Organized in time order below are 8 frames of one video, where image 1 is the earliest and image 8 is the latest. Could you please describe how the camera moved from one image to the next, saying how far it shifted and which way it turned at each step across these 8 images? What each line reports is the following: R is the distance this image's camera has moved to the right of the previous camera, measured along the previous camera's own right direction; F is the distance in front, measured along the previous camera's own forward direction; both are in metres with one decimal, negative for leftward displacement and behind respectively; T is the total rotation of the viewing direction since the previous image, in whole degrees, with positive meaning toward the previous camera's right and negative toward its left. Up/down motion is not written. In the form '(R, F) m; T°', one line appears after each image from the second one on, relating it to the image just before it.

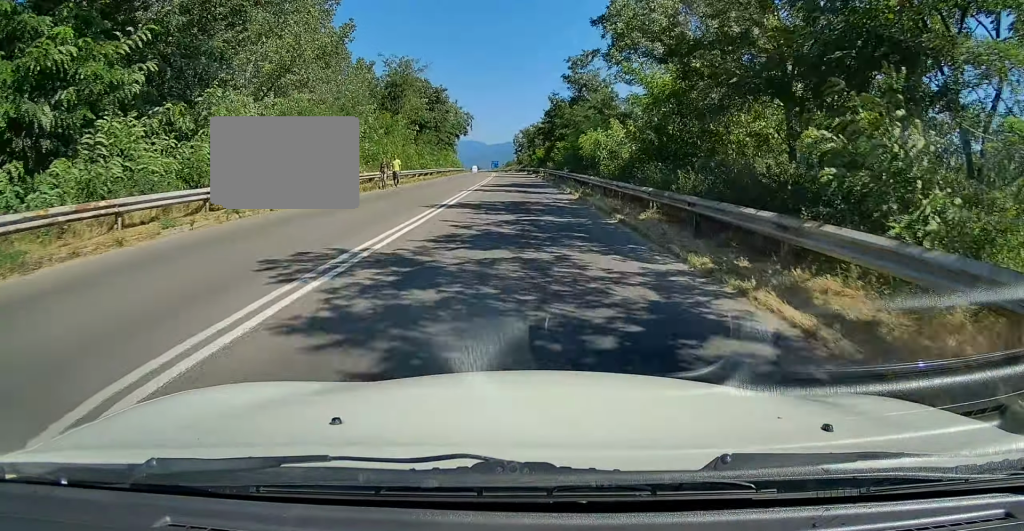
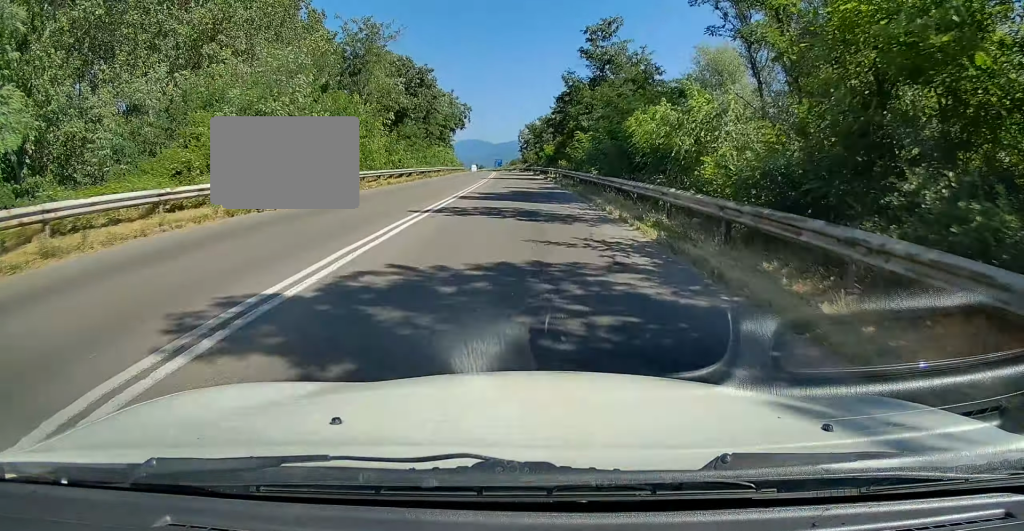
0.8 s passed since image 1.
(-0.1, +13.6) m; 0°
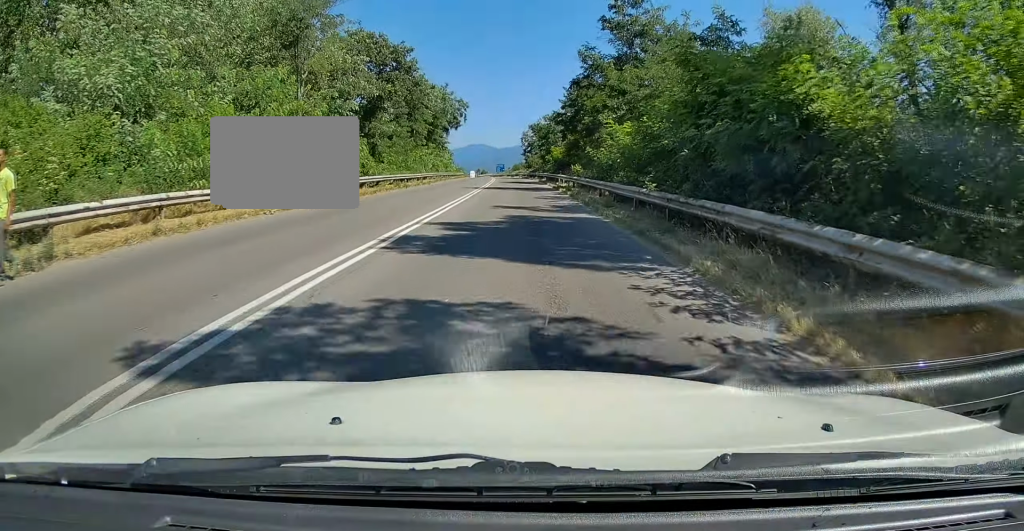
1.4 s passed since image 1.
(0.0, +11.2) m; 0°
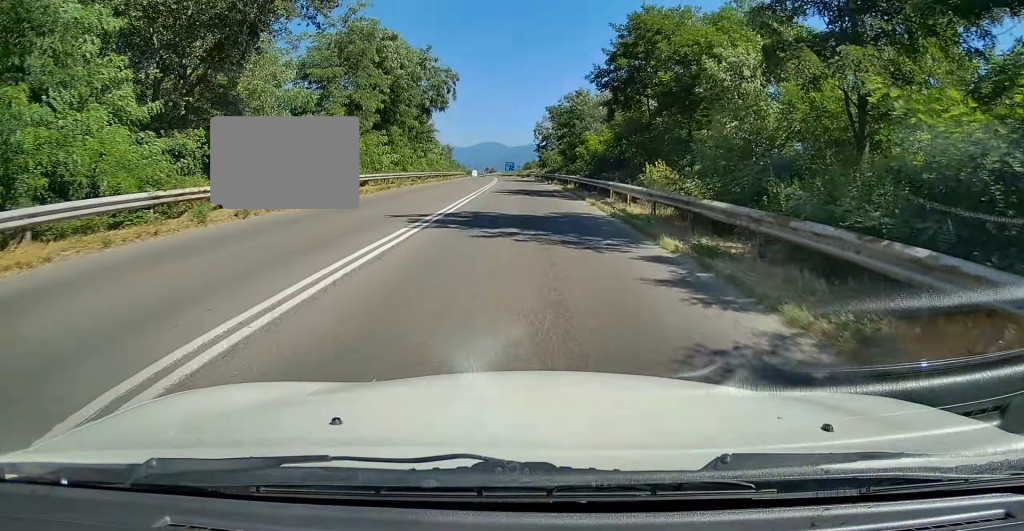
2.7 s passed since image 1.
(0.0, +23.7) m; -1°
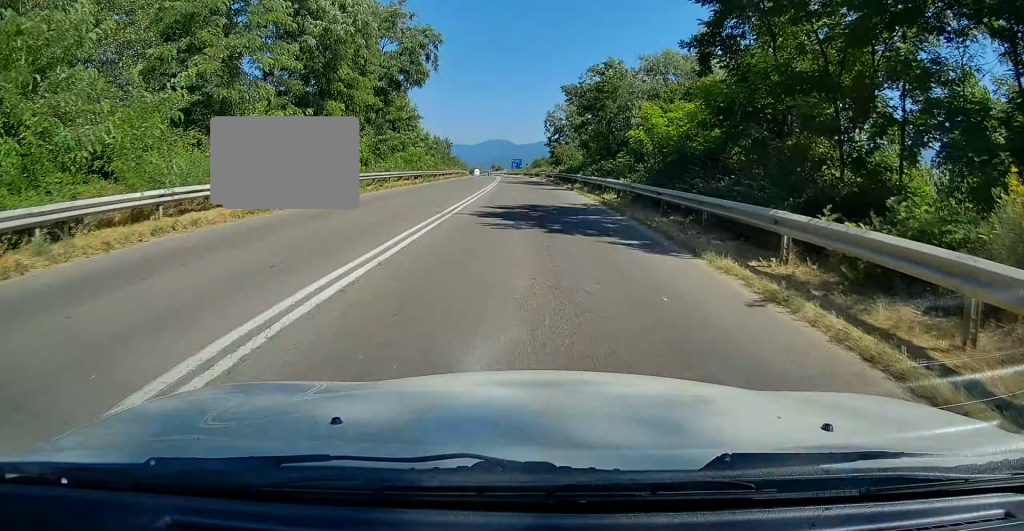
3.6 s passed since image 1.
(-0.3, +15.4) m; -1°
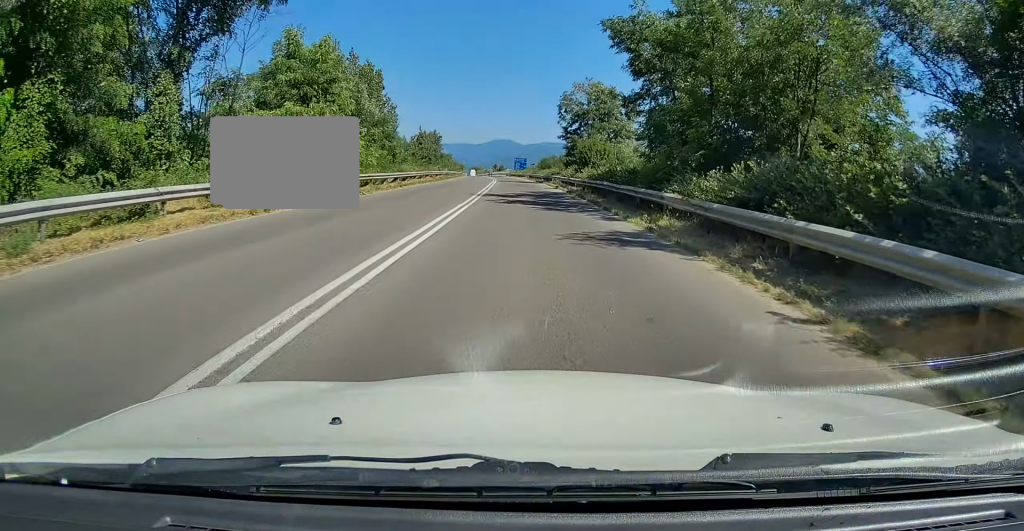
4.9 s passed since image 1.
(0.0, +22.9) m; 0°
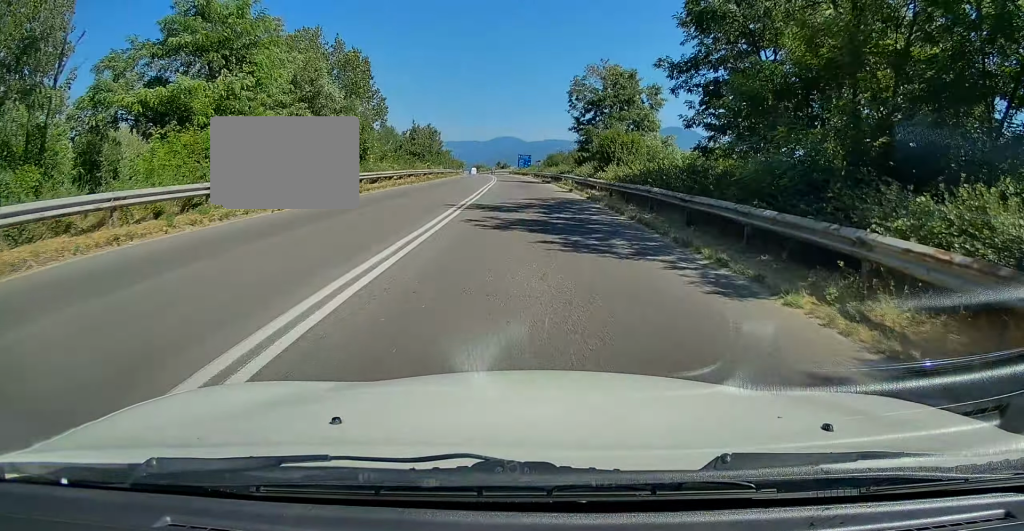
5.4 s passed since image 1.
(0.0, +9.4) m; -1°
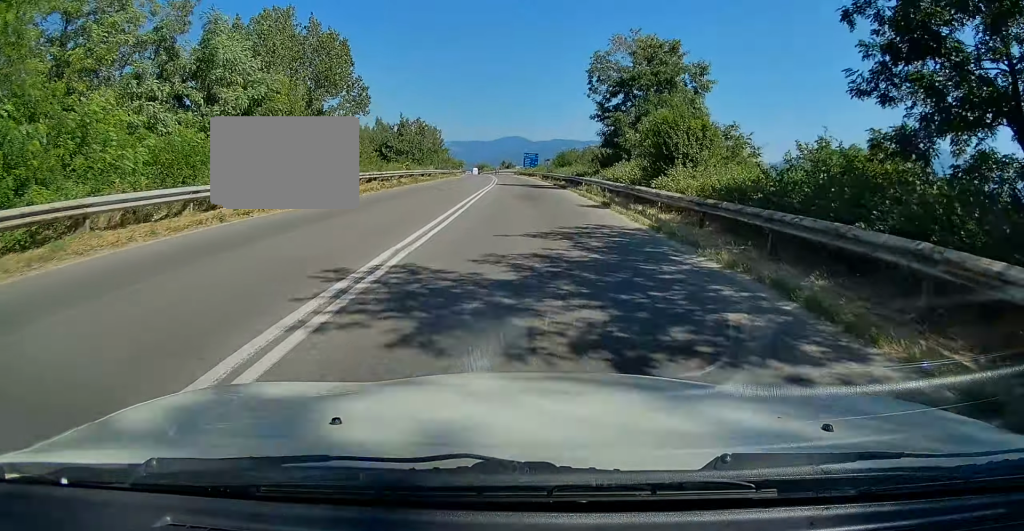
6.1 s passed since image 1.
(-0.1, +12.3) m; -1°
